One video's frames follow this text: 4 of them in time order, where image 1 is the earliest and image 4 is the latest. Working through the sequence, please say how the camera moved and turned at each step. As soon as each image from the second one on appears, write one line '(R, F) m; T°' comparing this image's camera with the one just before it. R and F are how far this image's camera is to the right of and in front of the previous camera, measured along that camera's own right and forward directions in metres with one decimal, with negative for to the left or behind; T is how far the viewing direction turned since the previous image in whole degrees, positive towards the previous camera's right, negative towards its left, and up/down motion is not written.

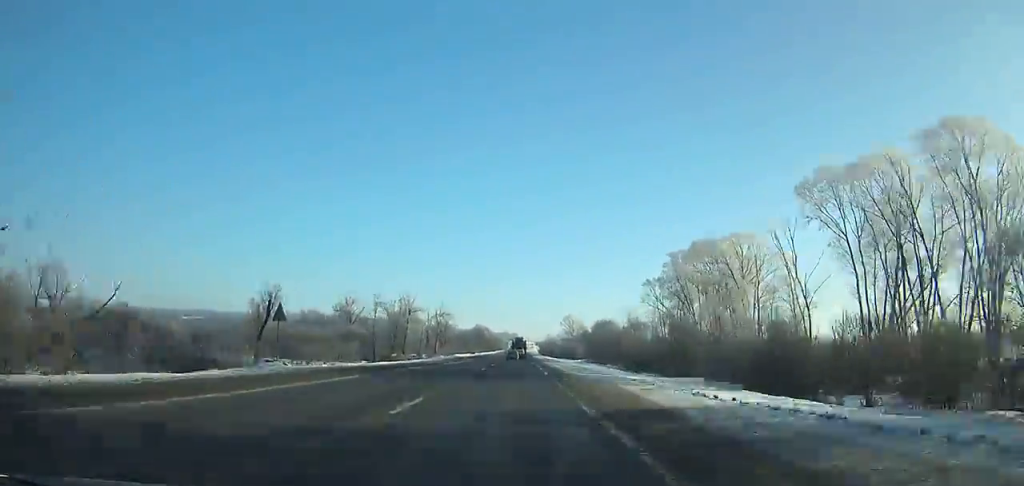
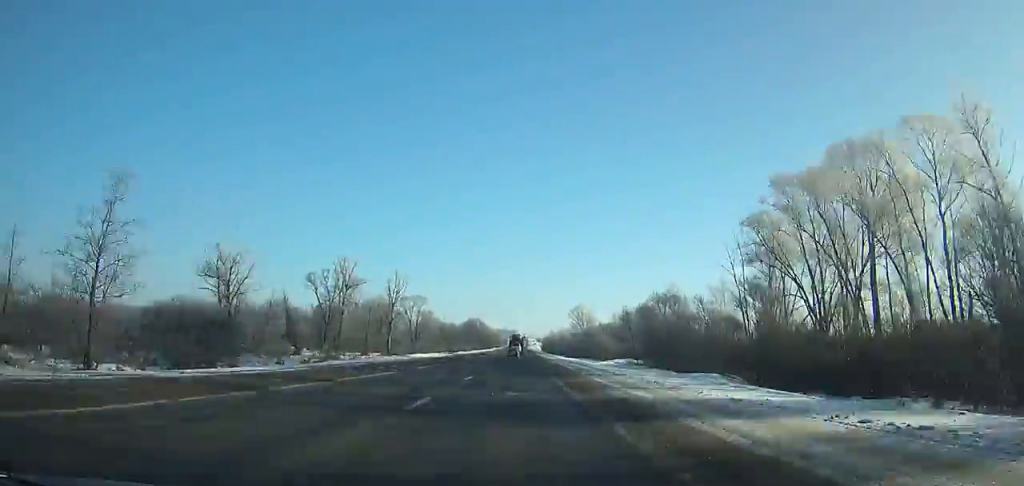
(0.0, +46.7) m; 0°
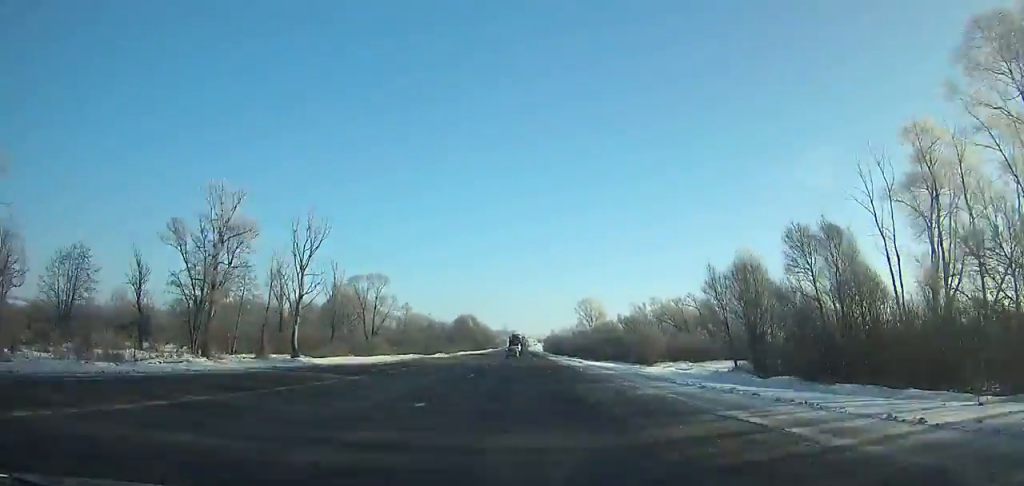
(0.0, +35.0) m; 0°
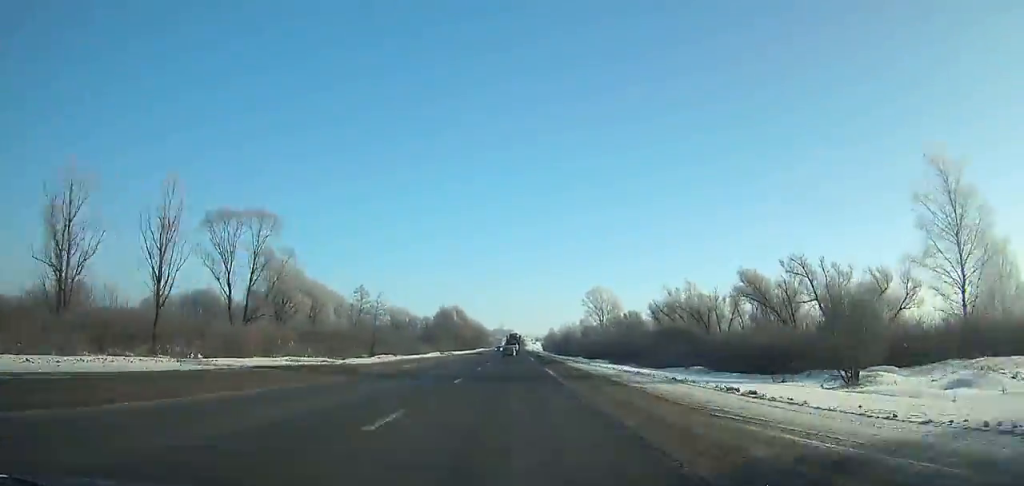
(+0.1, +39.2) m; 0°
